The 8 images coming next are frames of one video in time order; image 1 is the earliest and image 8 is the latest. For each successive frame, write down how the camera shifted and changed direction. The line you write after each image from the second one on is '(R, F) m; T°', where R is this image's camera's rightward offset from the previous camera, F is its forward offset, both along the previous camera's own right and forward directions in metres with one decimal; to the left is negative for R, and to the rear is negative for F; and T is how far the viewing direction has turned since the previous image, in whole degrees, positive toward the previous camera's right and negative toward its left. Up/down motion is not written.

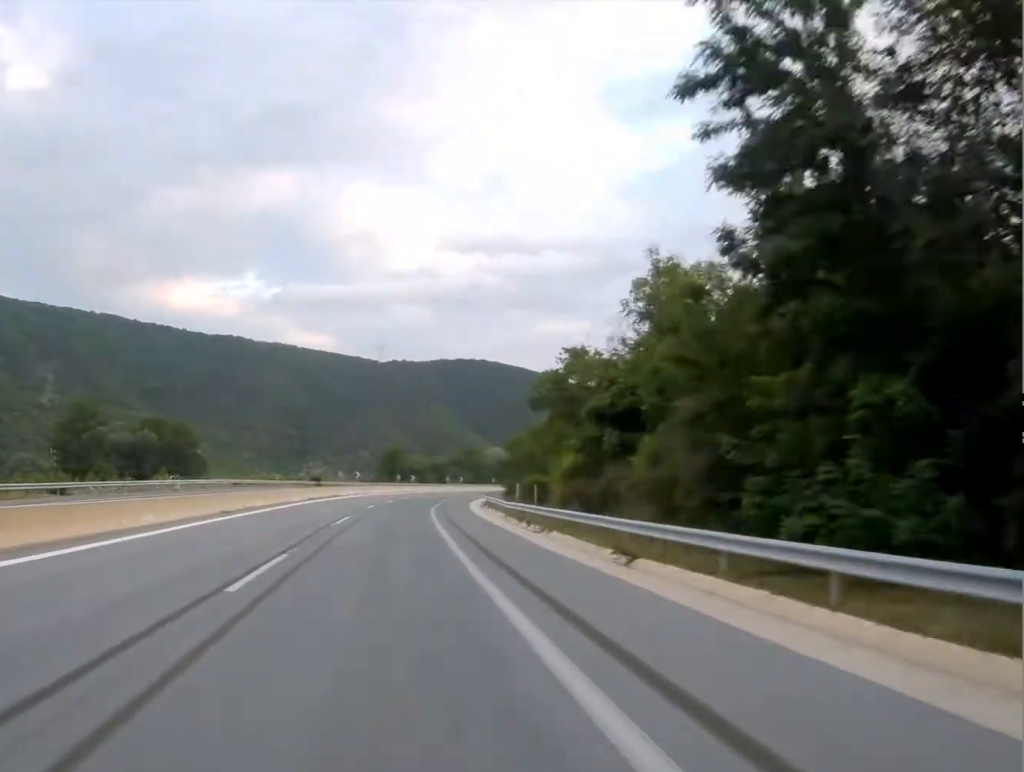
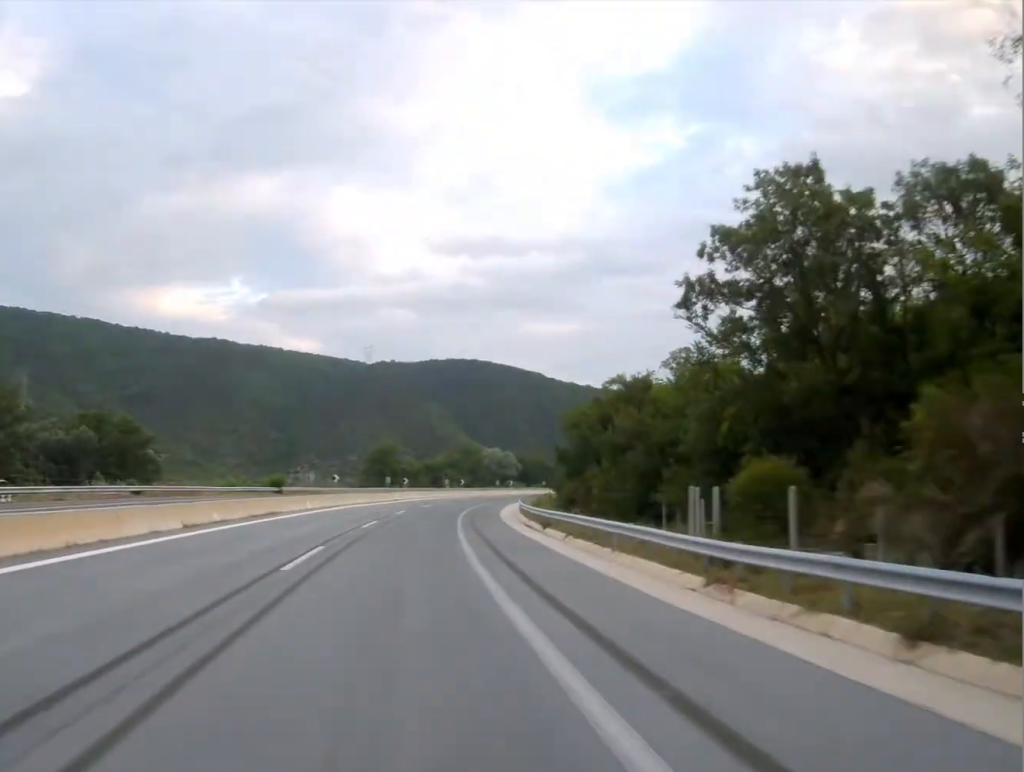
(+0.3, +33.5) m; +2°
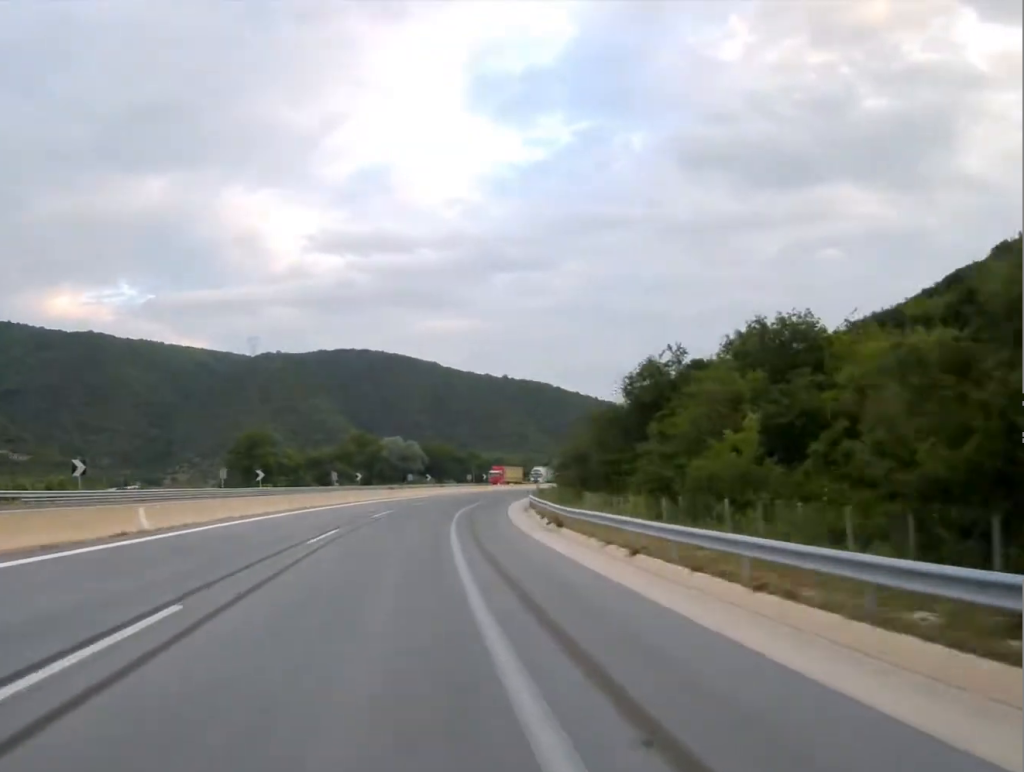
(+2.4, +66.7) m; +6°
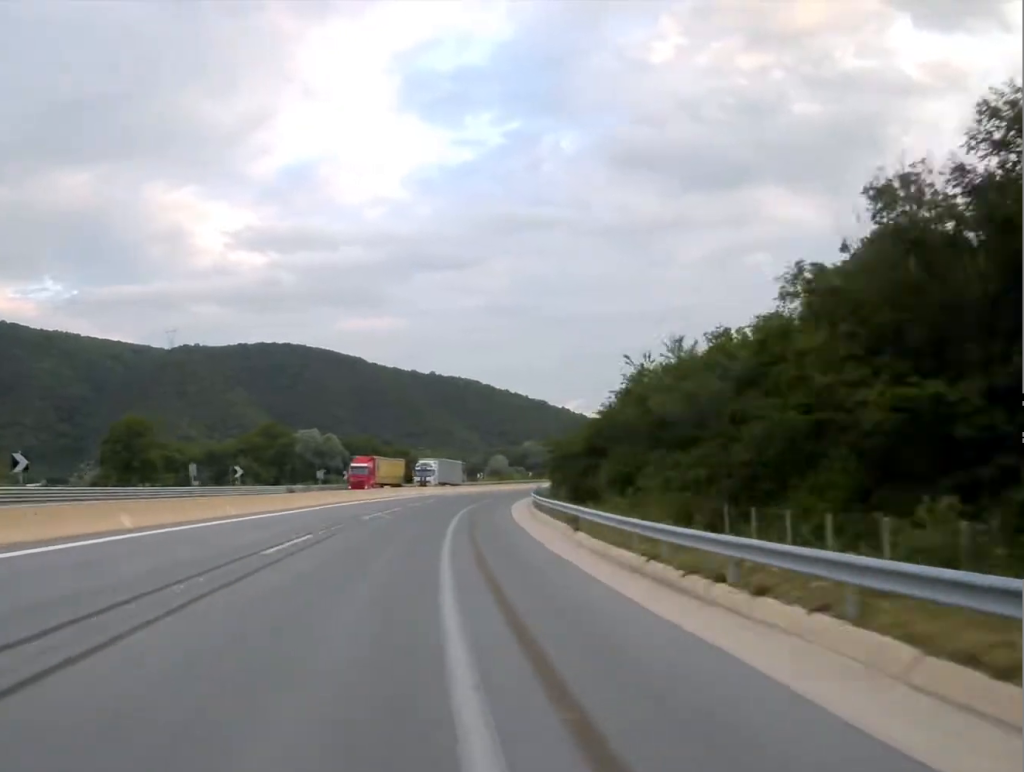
(+1.3, +37.0) m; +5°
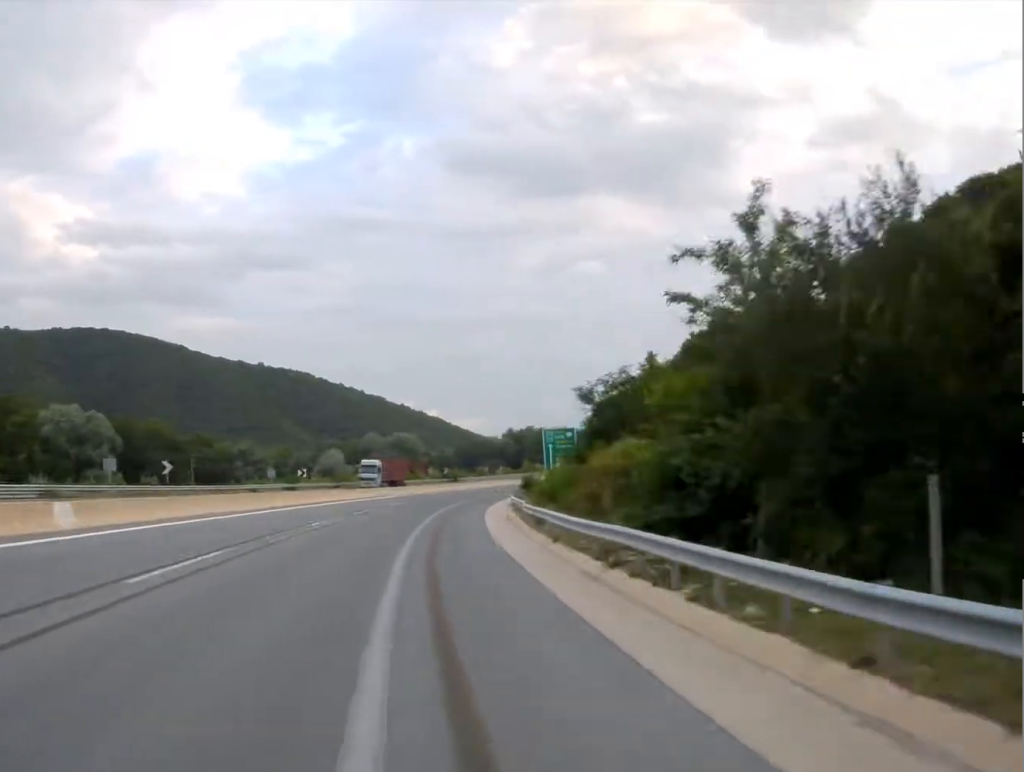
(+5.5, +62.8) m; +9°
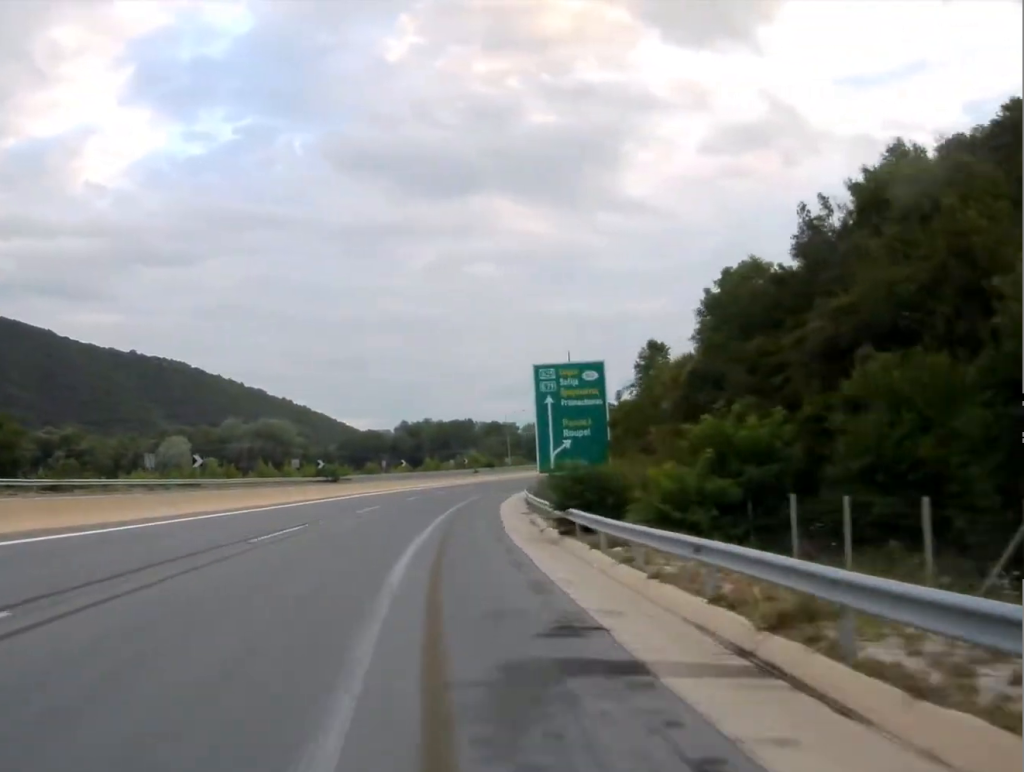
(+3.2, +55.9) m; +6°
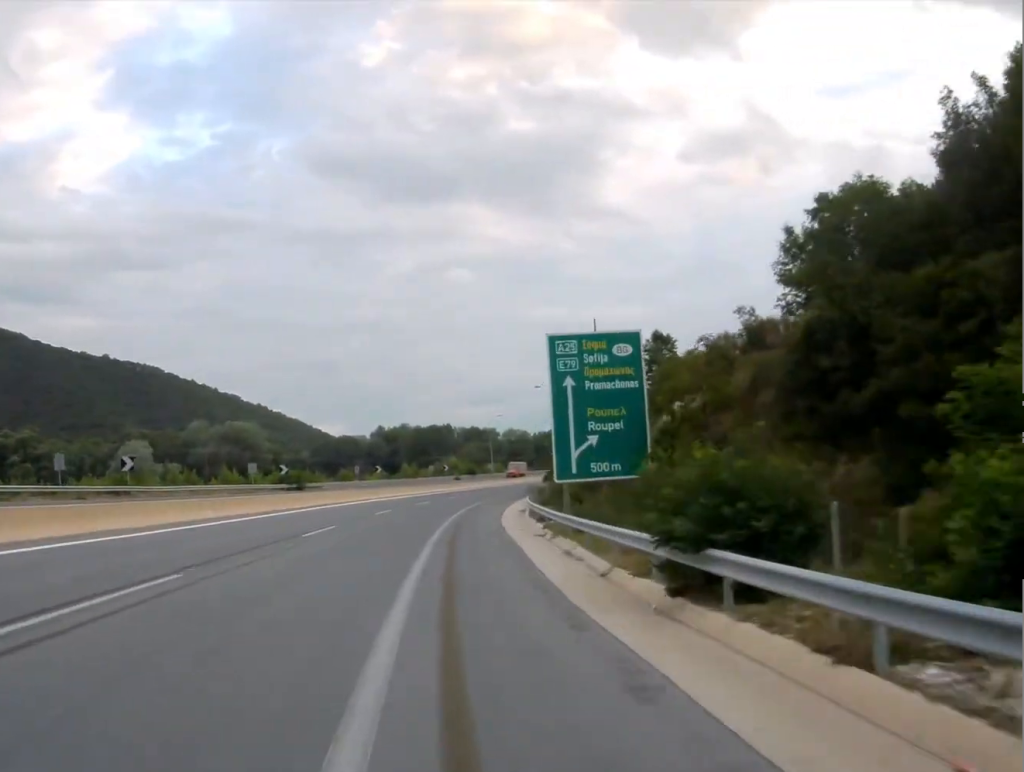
(+0.1, +13.9) m; +2°
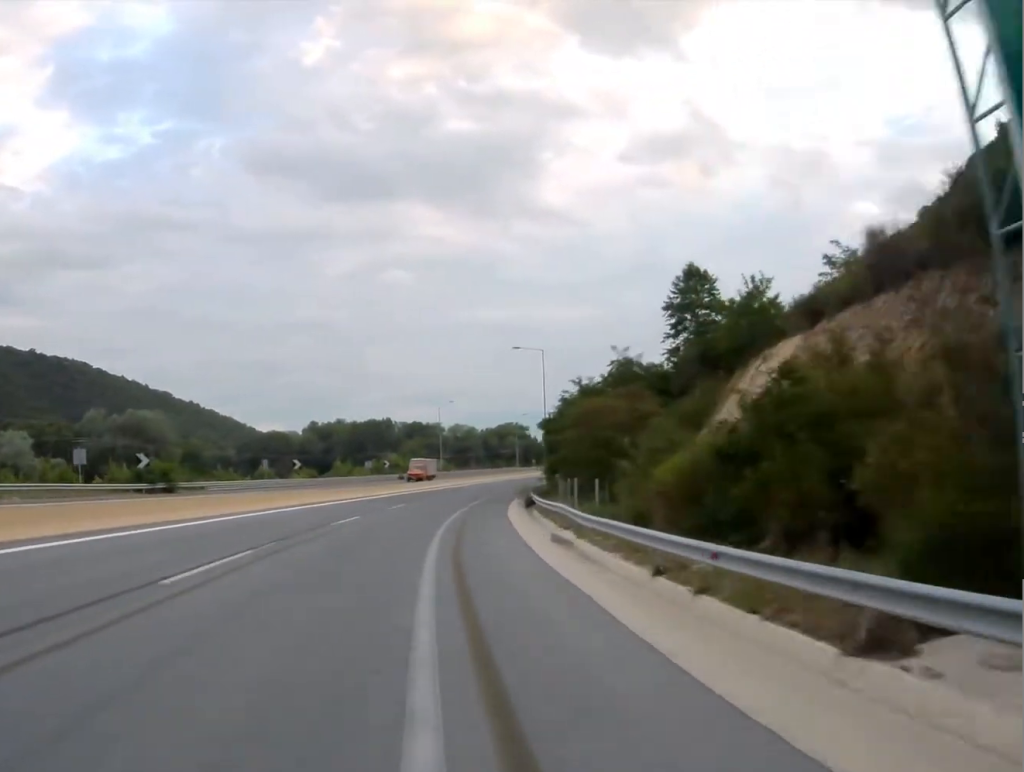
(+1.1, +30.9) m; +4°
